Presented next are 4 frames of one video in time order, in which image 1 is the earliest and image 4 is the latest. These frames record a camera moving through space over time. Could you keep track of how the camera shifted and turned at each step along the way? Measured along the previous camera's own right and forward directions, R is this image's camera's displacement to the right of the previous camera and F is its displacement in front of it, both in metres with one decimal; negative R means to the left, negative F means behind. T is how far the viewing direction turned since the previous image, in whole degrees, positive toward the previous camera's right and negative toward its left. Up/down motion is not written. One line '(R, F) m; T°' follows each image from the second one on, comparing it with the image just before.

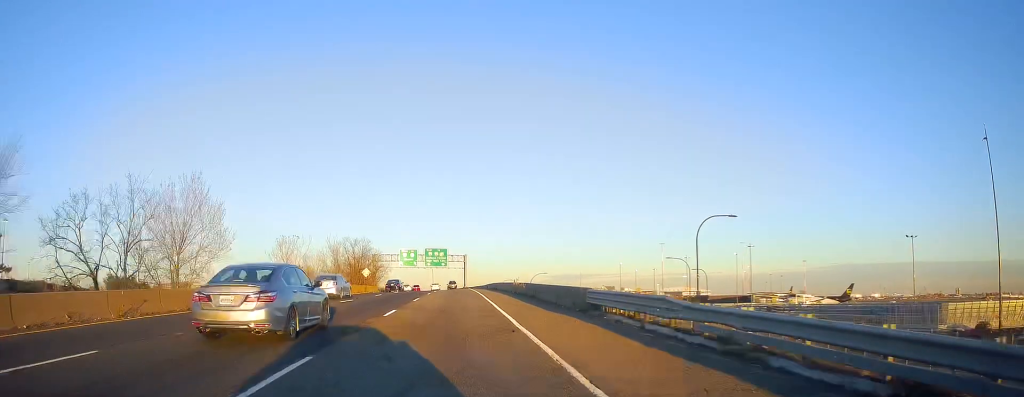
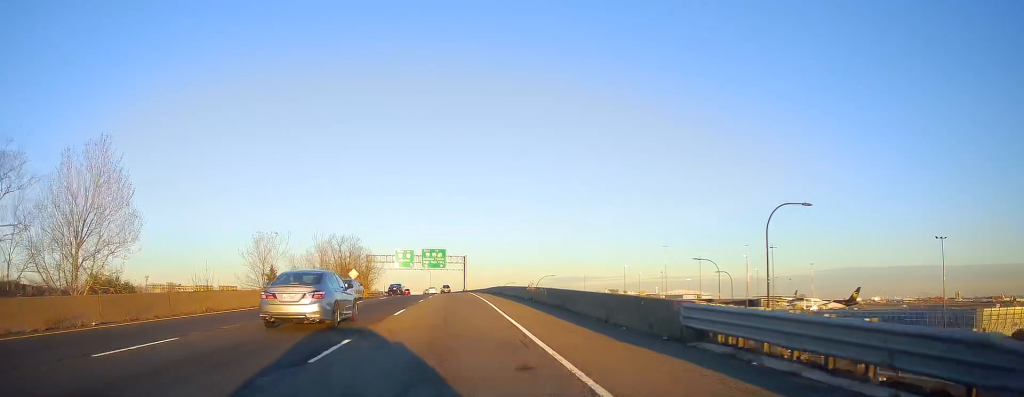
(0.0, +9.4) m; 0°
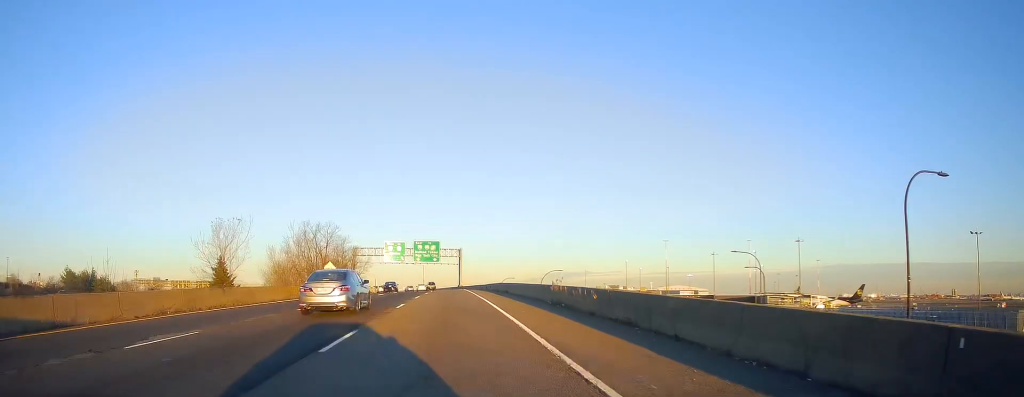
(0.0, +10.8) m; 0°
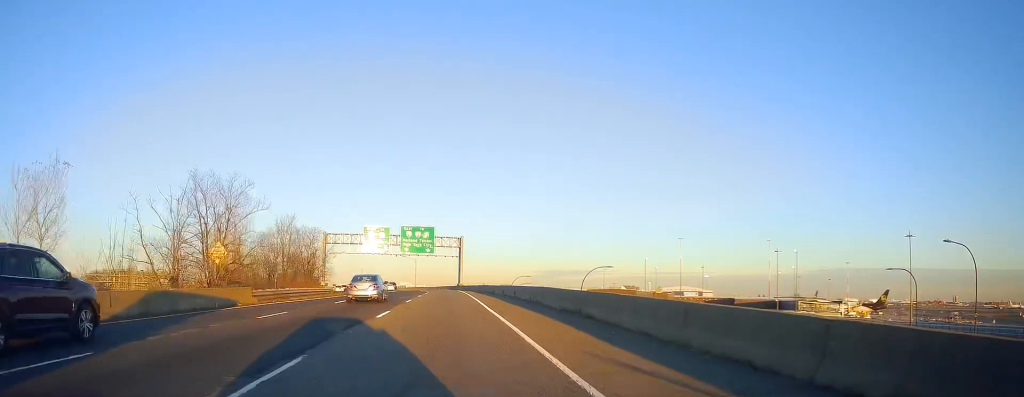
(0.0, +28.7) m; 0°
